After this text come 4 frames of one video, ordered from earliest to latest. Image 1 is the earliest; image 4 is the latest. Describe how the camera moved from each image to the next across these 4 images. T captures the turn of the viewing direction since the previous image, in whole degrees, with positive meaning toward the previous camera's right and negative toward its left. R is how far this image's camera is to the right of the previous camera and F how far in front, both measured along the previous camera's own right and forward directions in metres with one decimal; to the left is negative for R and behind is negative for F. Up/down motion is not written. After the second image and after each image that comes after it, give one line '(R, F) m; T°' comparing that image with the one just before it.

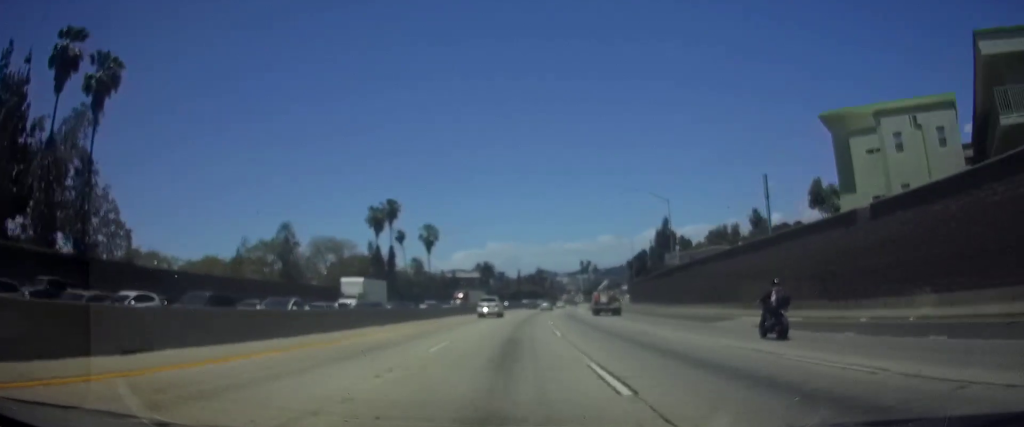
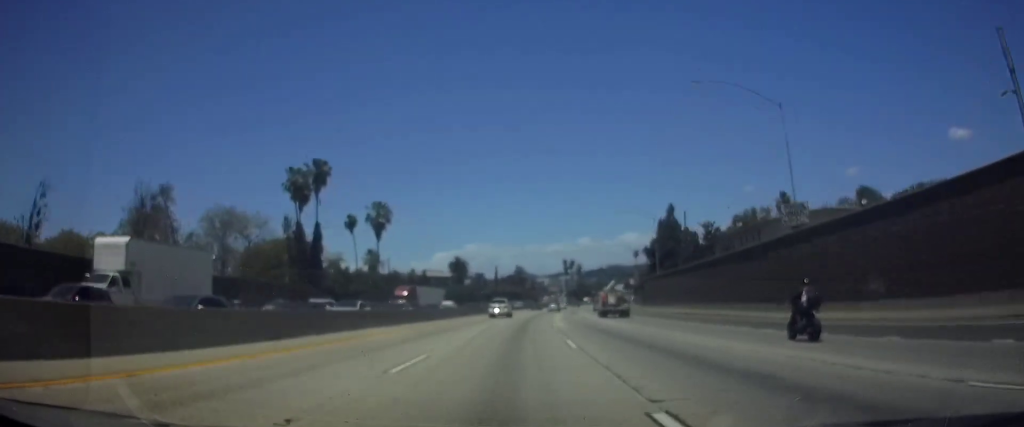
(+0.5, +34.6) m; +2°
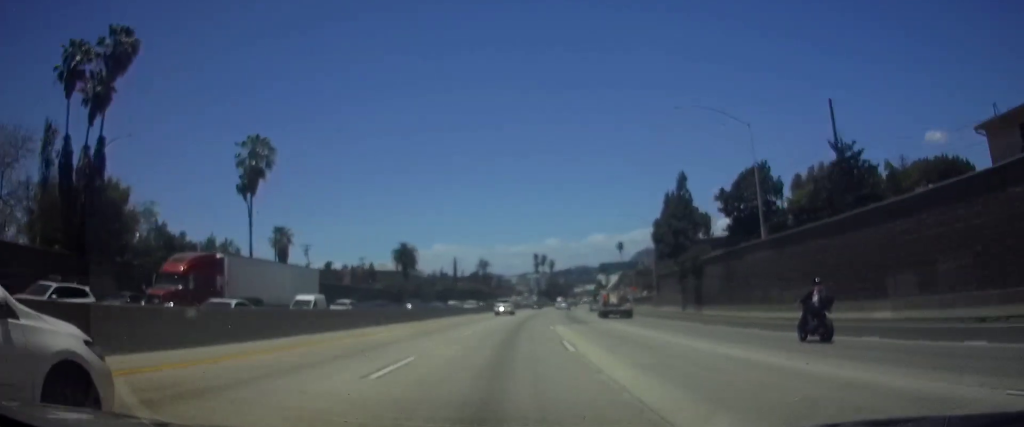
(+1.4, +45.5) m; +3°
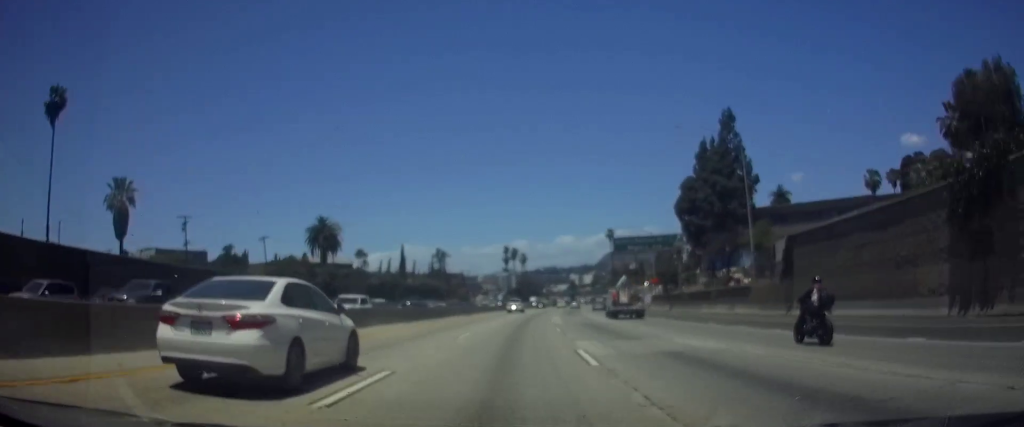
(+1.2, +48.5) m; +3°
